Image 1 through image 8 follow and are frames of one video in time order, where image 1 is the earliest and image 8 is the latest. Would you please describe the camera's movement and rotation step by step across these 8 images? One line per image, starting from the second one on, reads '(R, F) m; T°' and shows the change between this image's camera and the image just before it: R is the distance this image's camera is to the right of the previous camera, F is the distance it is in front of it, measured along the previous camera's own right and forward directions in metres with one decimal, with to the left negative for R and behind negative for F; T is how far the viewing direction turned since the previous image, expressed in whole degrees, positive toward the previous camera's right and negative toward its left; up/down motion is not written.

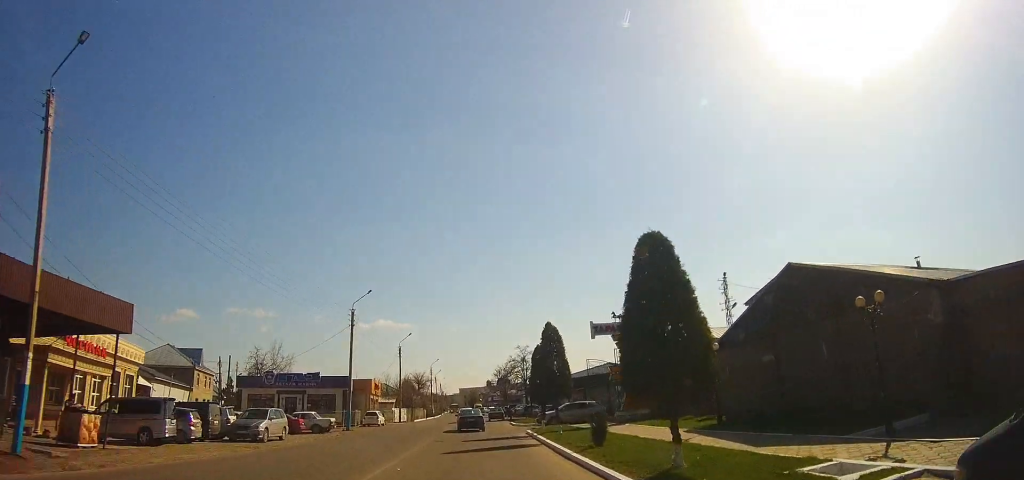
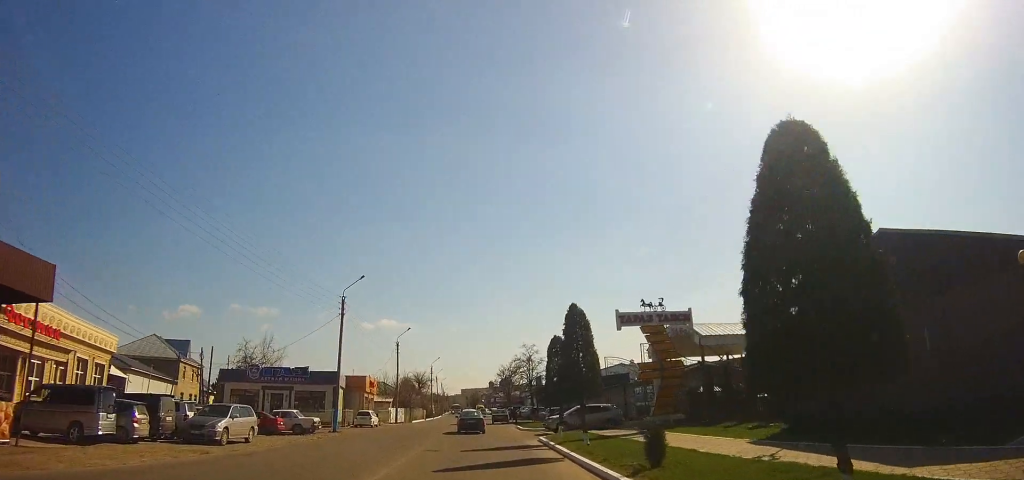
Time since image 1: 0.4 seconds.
(+0.1, +4.4) m; +1°
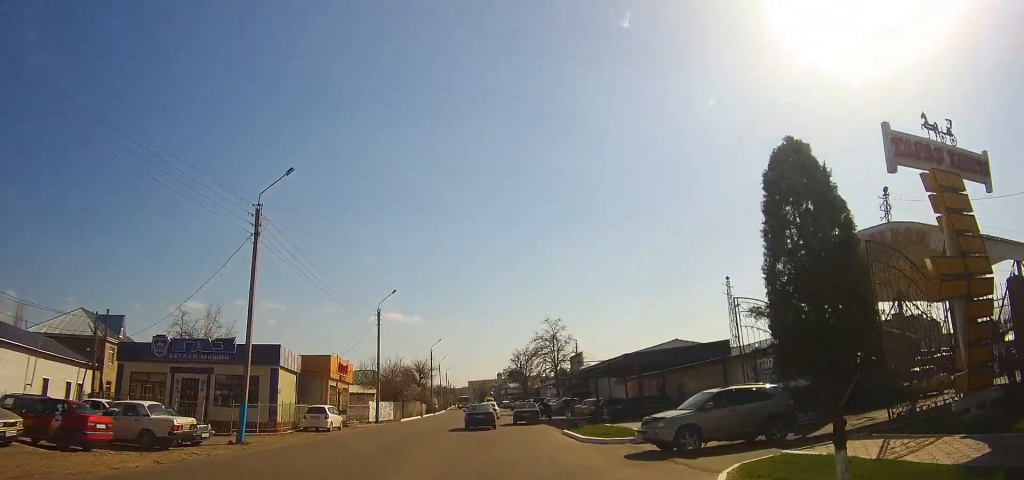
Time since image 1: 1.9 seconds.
(+0.1, +16.9) m; 0°
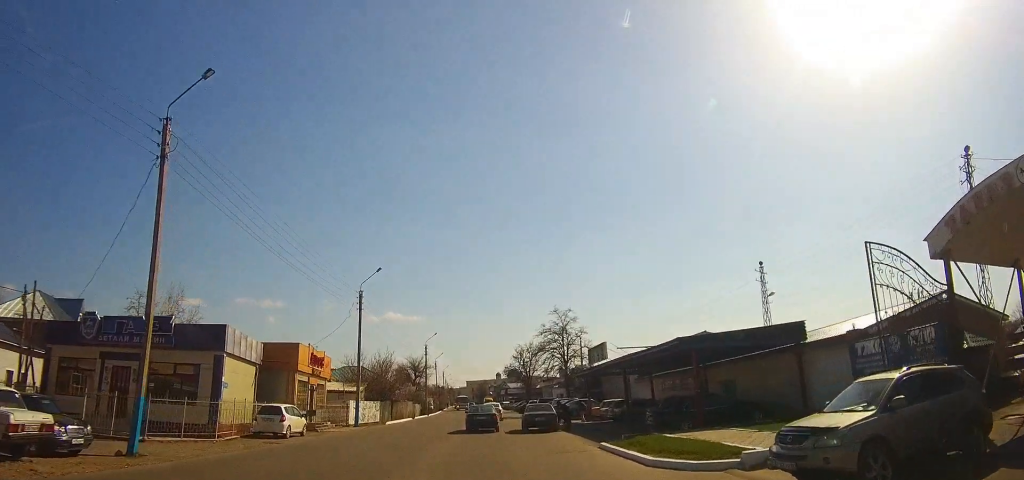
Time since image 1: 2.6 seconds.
(0.0, +7.6) m; 0°
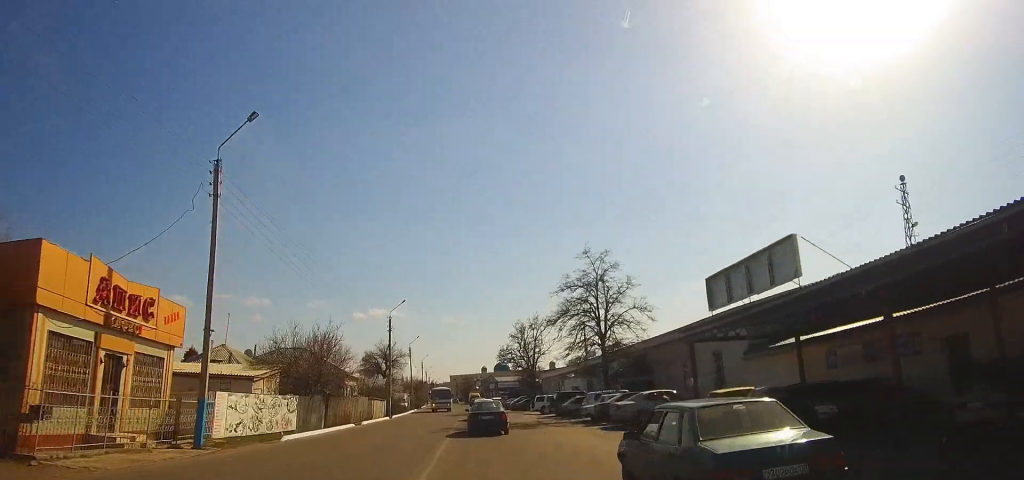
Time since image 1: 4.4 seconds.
(+0.1, +21.5) m; +1°
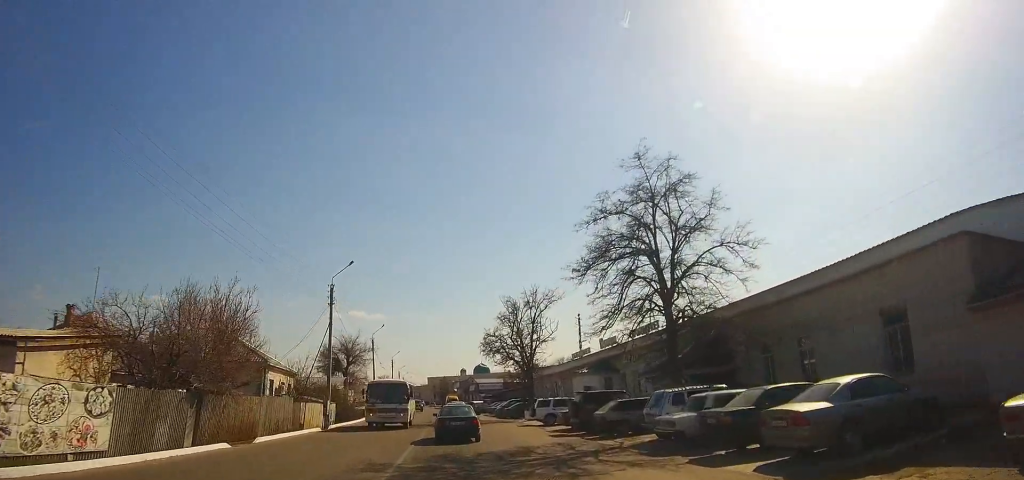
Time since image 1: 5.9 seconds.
(+0.3, +16.4) m; +1°
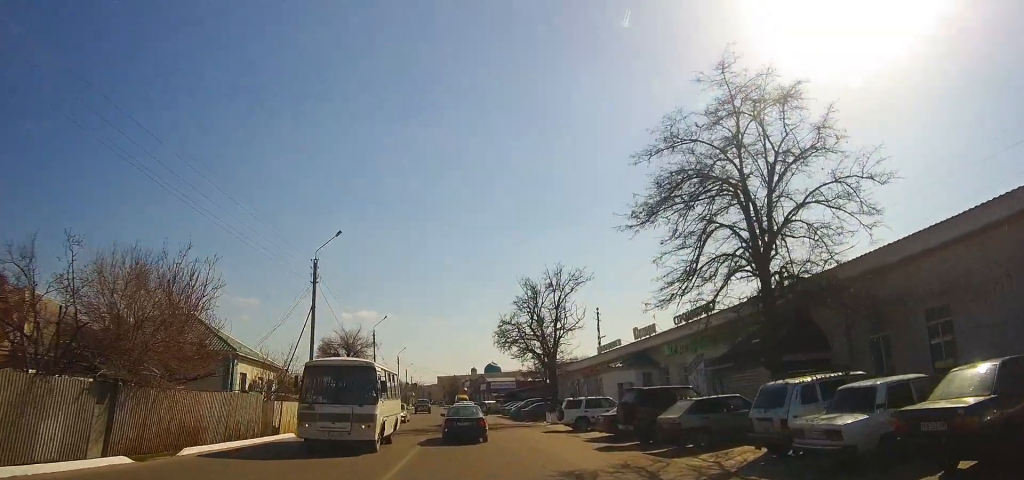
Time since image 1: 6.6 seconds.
(0.0, +7.4) m; 0°
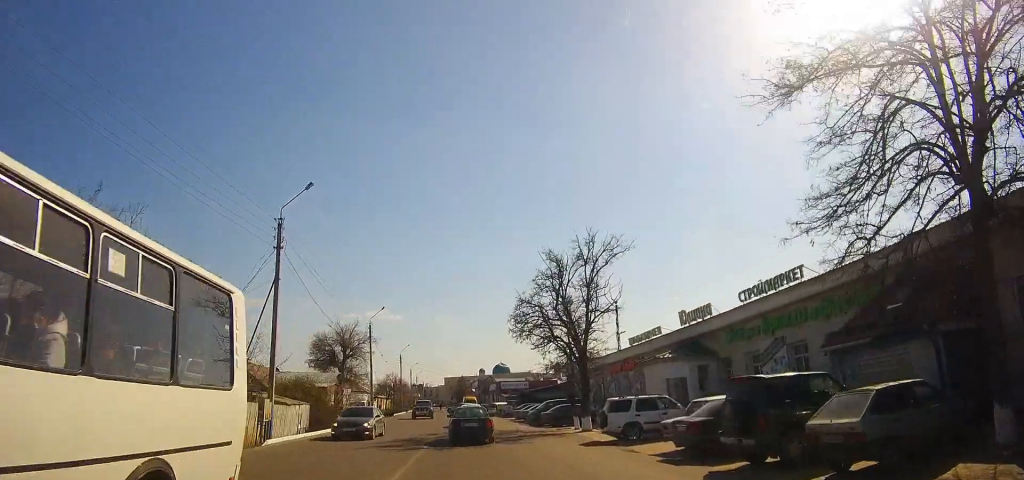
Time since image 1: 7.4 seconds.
(-0.2, +7.8) m; +1°
